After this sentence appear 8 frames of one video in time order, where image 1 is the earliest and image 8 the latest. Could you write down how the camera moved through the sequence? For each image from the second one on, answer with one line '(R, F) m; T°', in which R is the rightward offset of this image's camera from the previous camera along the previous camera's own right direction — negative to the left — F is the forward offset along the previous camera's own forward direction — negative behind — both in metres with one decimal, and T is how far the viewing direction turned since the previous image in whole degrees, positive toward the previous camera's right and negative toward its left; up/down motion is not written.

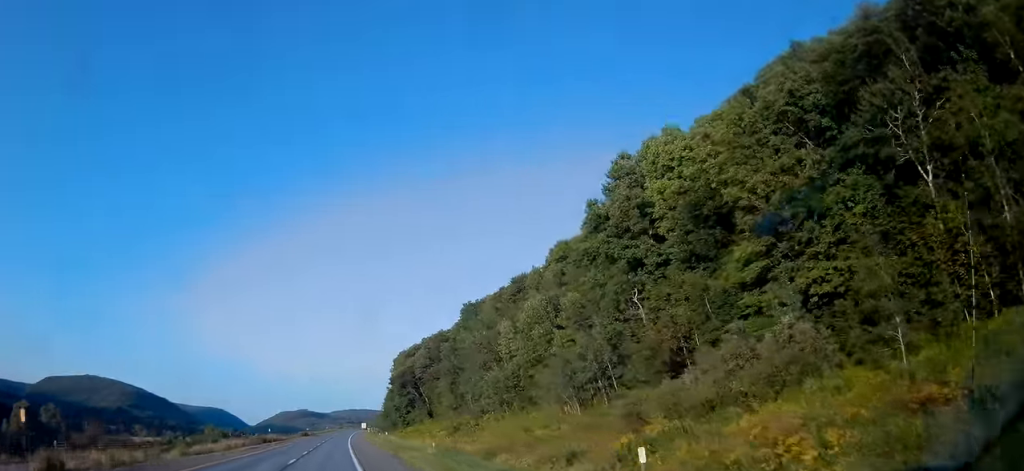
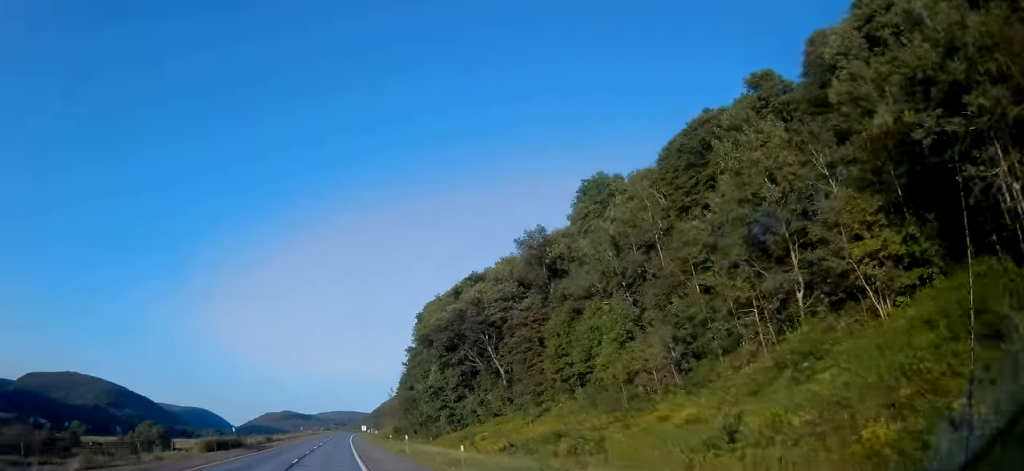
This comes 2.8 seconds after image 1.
(+0.2, +79.7) m; +1°
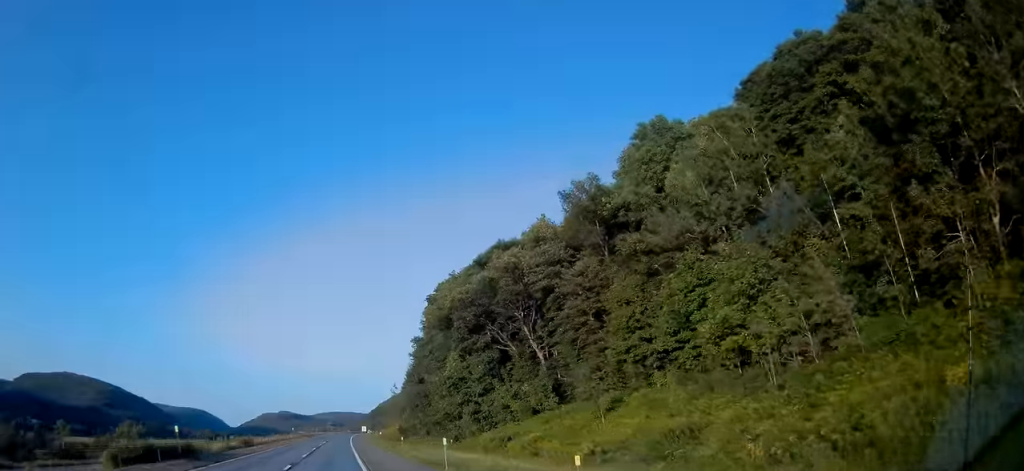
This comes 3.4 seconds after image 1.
(+0.2, +15.5) m; +1°
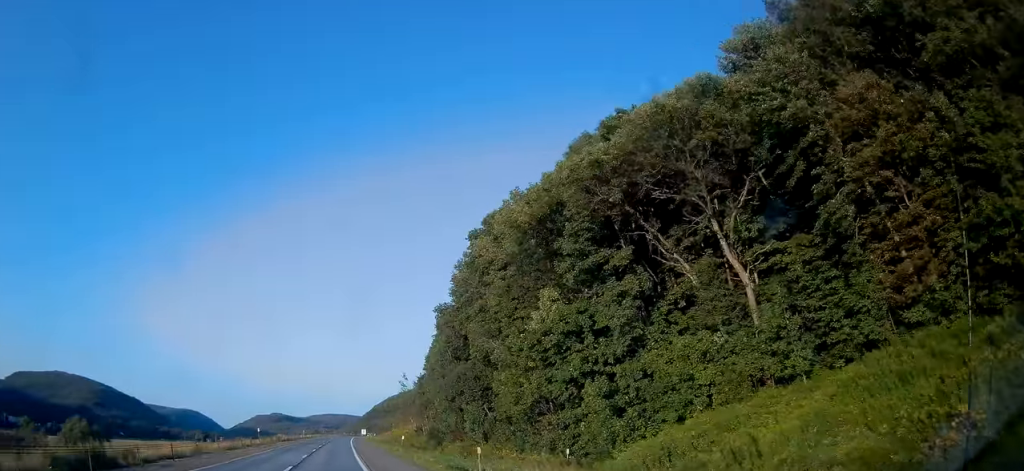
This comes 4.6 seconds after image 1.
(+0.3, +38.8) m; +1°
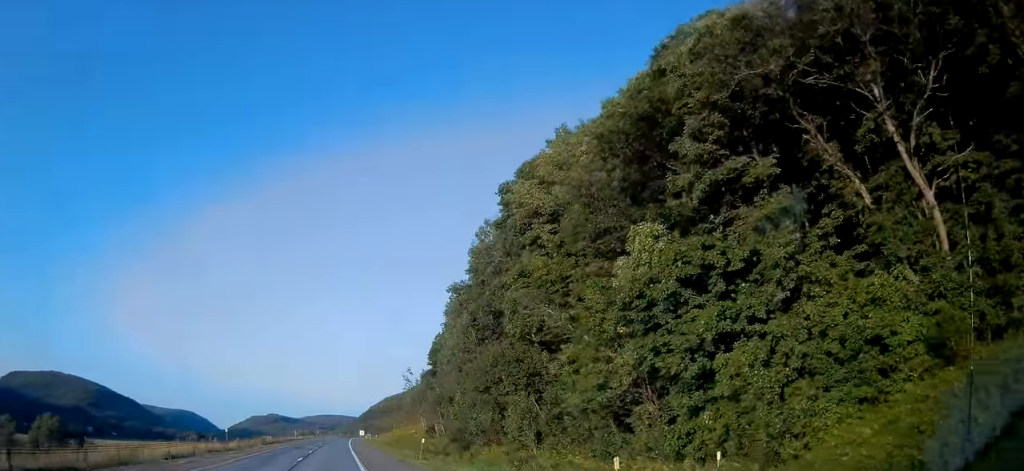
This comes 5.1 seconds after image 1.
(0.0, +15.4) m; 0°
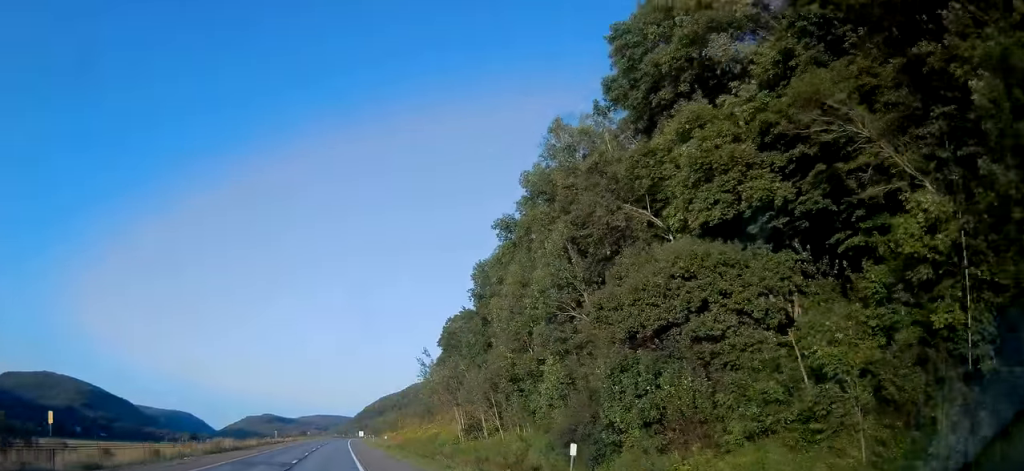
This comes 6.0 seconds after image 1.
(+0.1, +27.7) m; 0°
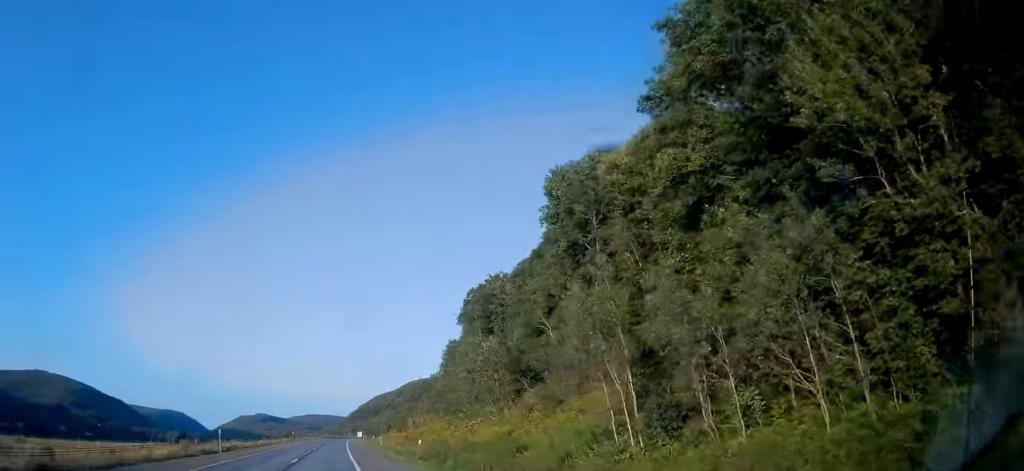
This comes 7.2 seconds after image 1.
(+0.3, +34.3) m; +1°
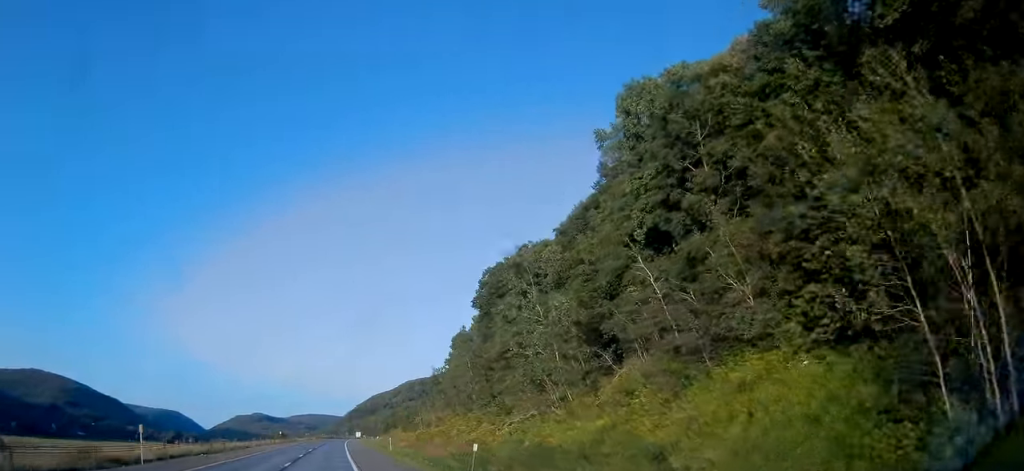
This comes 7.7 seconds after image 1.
(+0.1, +16.7) m; 0°
